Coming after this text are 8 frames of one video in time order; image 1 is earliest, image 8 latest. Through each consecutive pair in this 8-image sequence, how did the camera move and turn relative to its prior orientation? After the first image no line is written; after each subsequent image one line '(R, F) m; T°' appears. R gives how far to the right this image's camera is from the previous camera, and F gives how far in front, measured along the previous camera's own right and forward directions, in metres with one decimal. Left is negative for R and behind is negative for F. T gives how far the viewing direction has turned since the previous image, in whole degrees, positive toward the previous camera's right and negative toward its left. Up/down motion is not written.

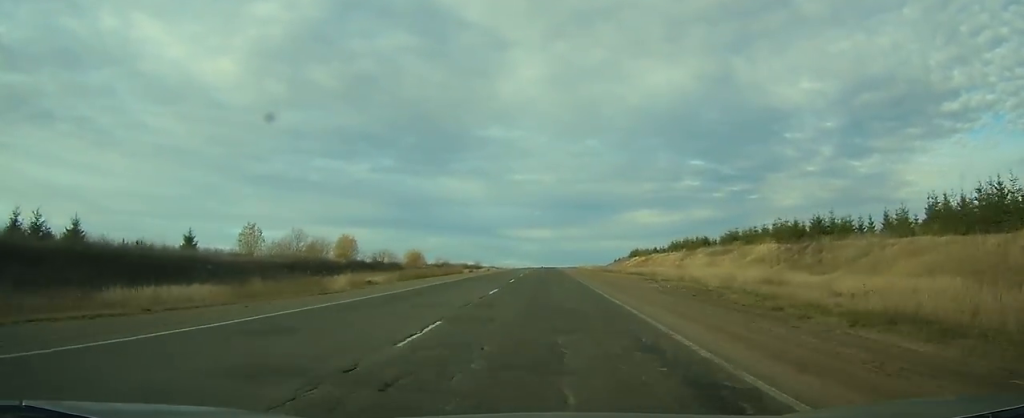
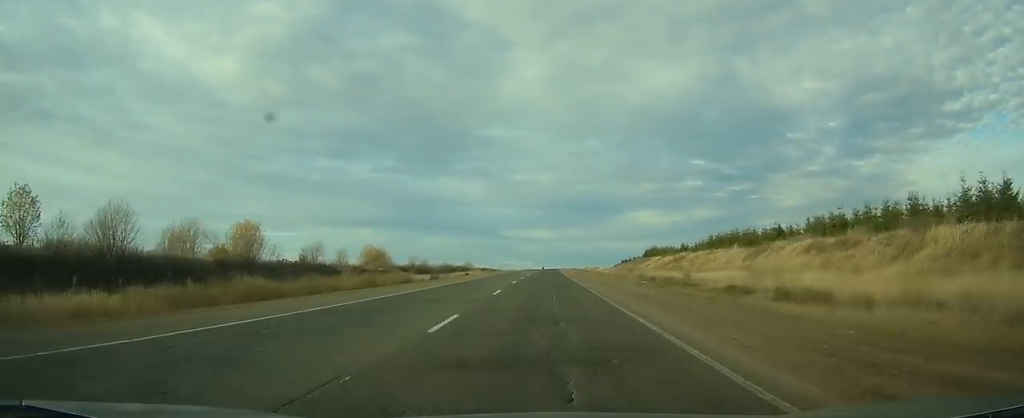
(+0.1, +34.6) m; 0°
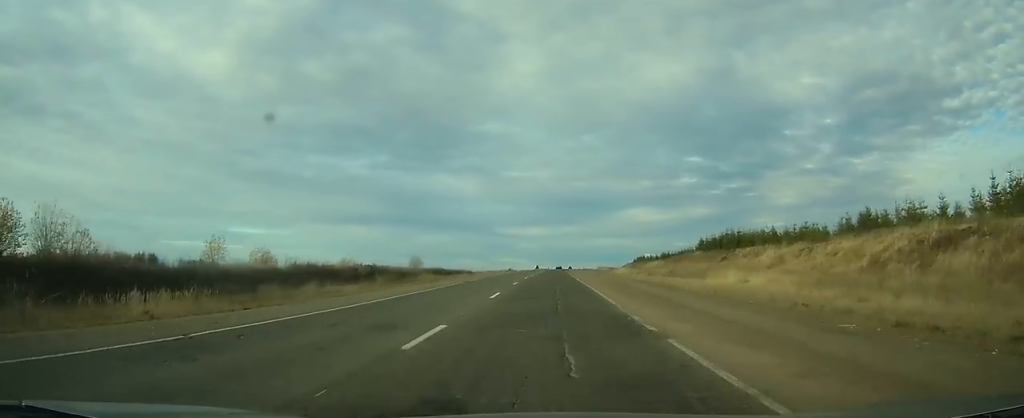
(0.0, +84.6) m; 0°
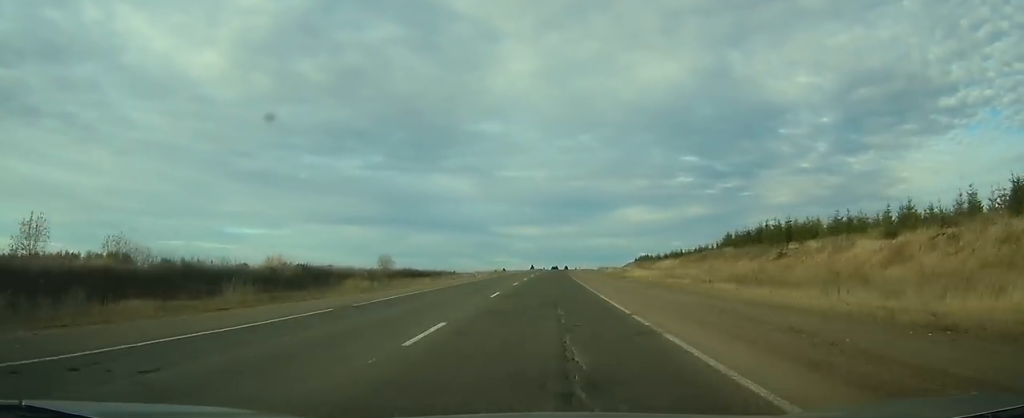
(+0.1, +23.5) m; 0°
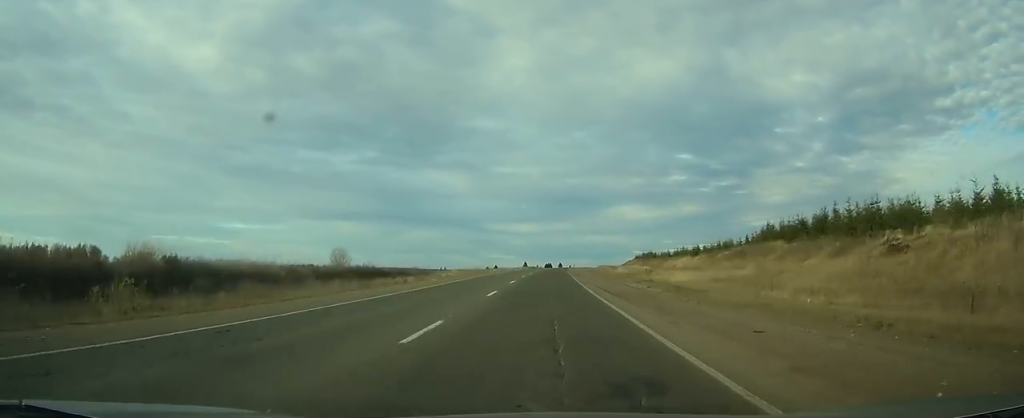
(0.0, +23.5) m; 0°
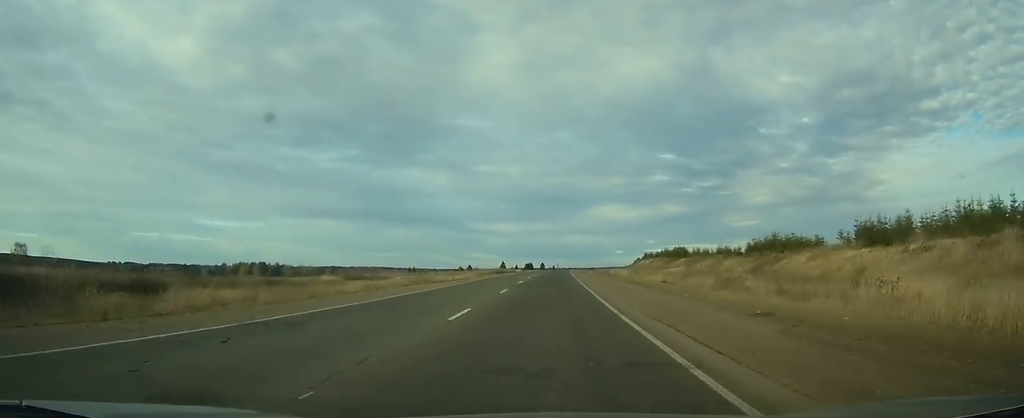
(+1.2, +78.7) m; +2°
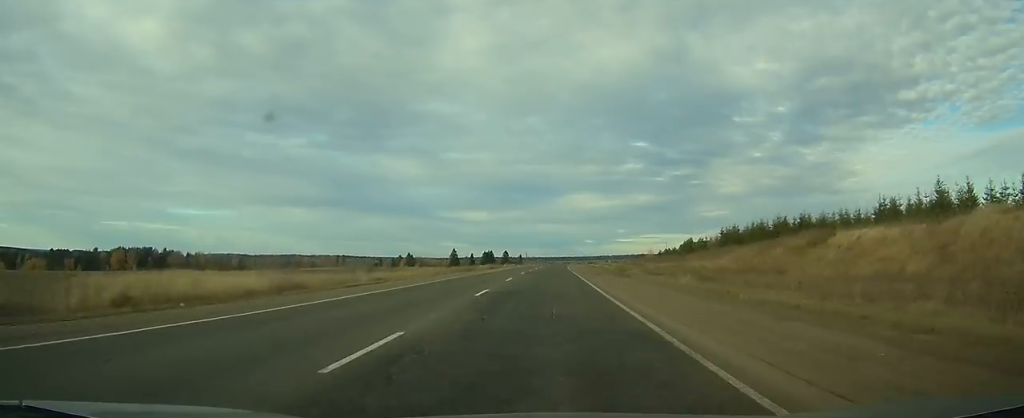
(+4.2, +149.0) m; +3°
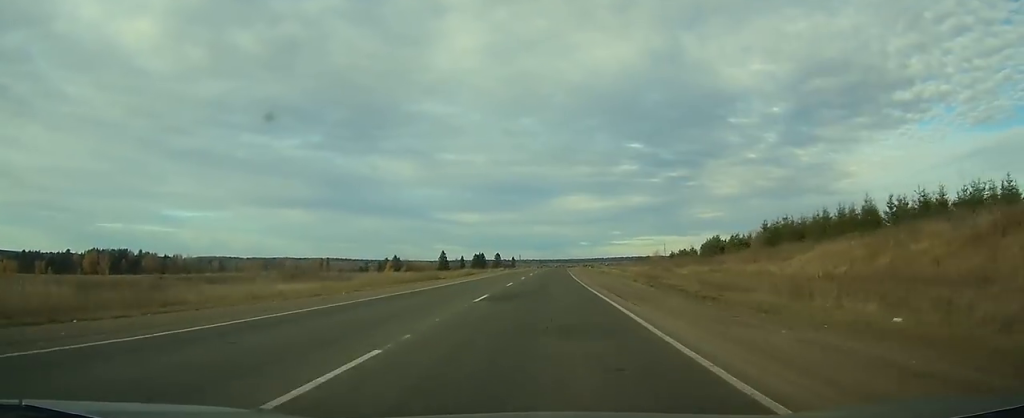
(+0.2, +25.9) m; 0°
